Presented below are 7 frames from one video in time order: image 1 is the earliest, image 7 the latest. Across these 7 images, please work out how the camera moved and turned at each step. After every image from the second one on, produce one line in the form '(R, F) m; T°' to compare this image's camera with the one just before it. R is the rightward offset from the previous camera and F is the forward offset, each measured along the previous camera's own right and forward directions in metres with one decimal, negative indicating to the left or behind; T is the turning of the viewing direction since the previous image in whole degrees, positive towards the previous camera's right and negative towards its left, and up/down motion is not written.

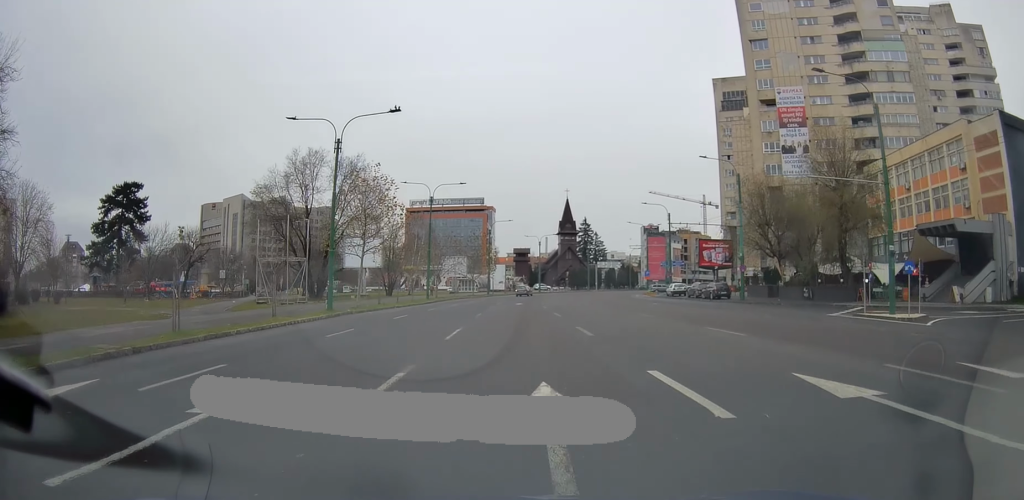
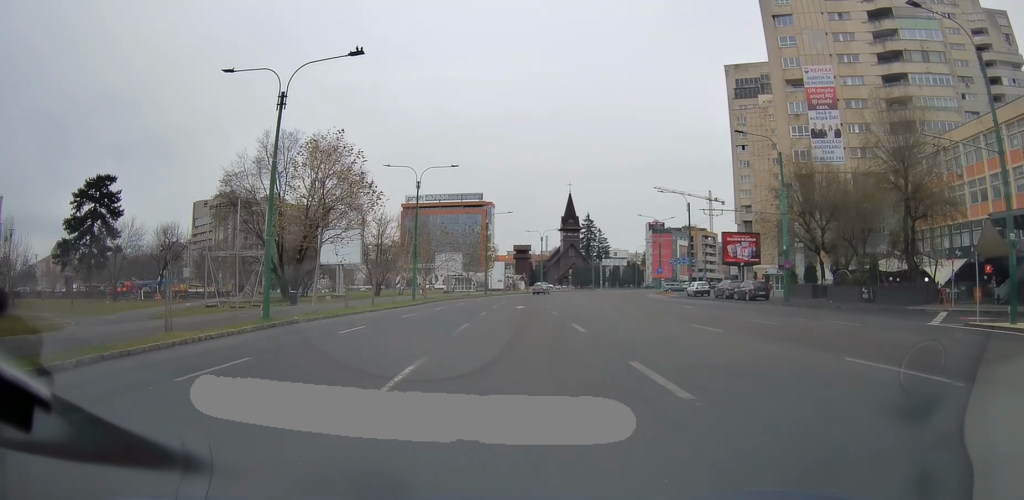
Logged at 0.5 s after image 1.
(-0.1, +8.6) m; -1°
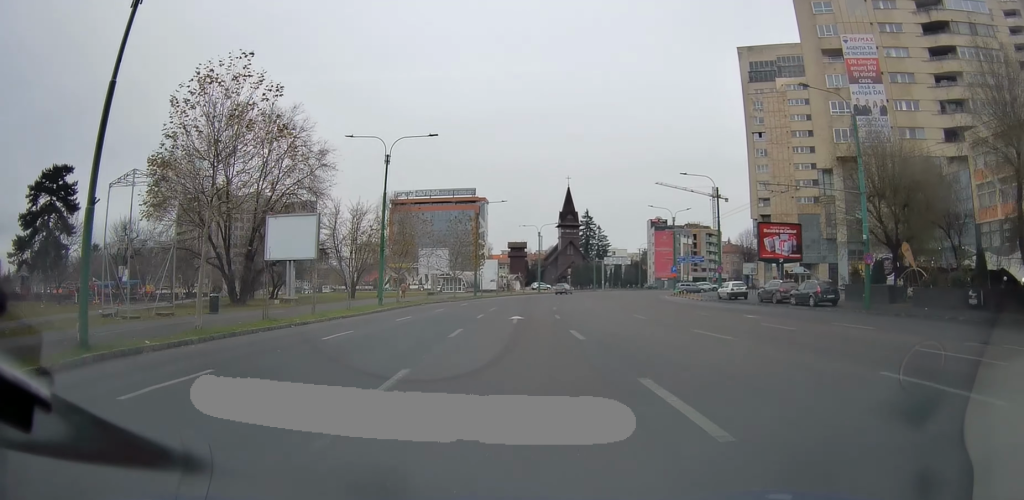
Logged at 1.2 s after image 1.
(-0.2, +11.4) m; -1°
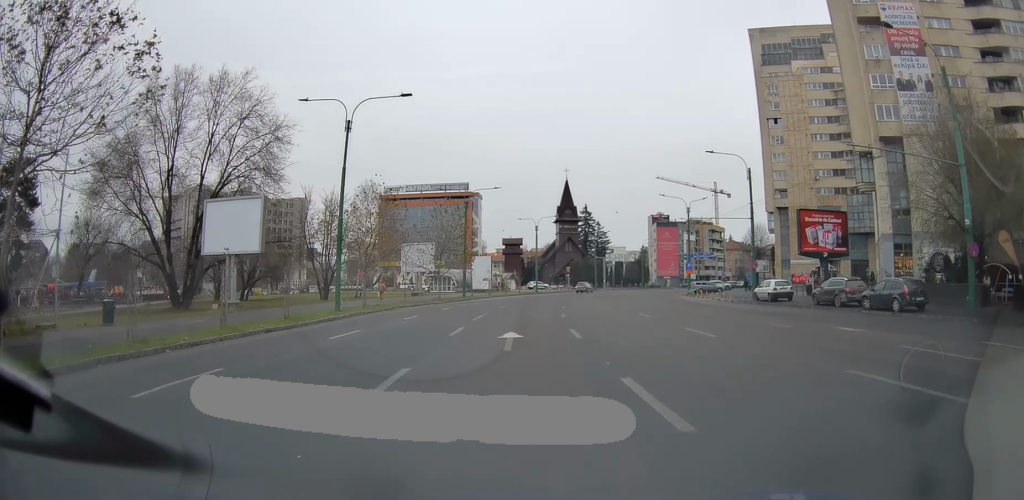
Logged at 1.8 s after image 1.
(0.0, +9.2) m; 0°
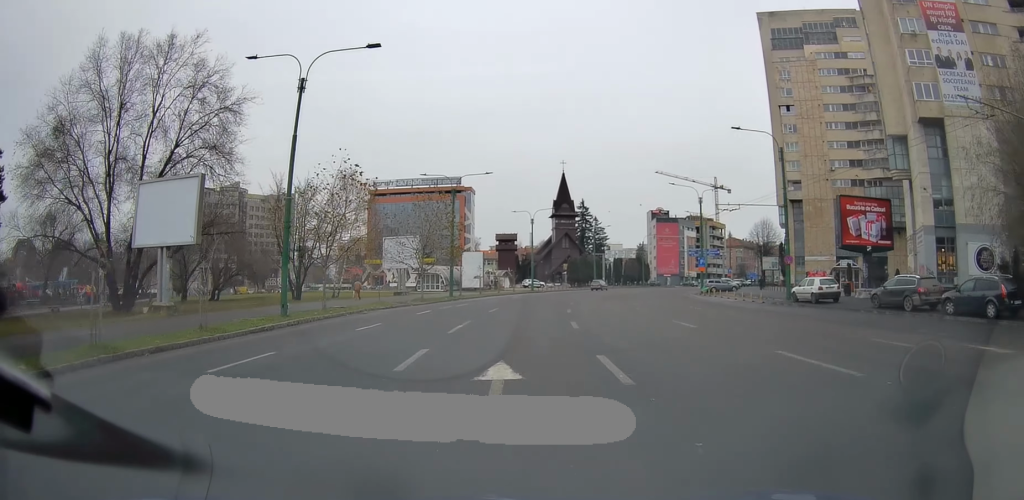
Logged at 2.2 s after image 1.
(0.0, +7.1) m; +1°
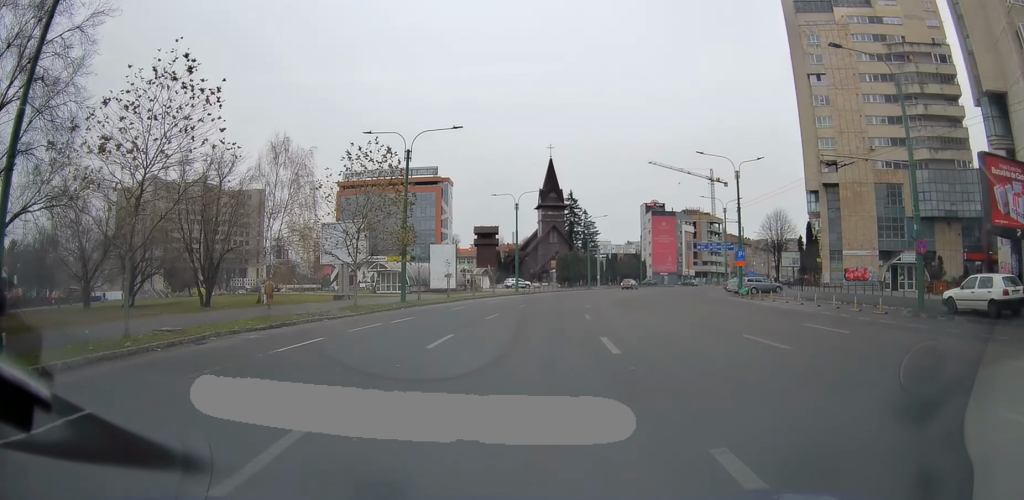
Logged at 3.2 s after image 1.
(+0.2, +15.9) m; +4°
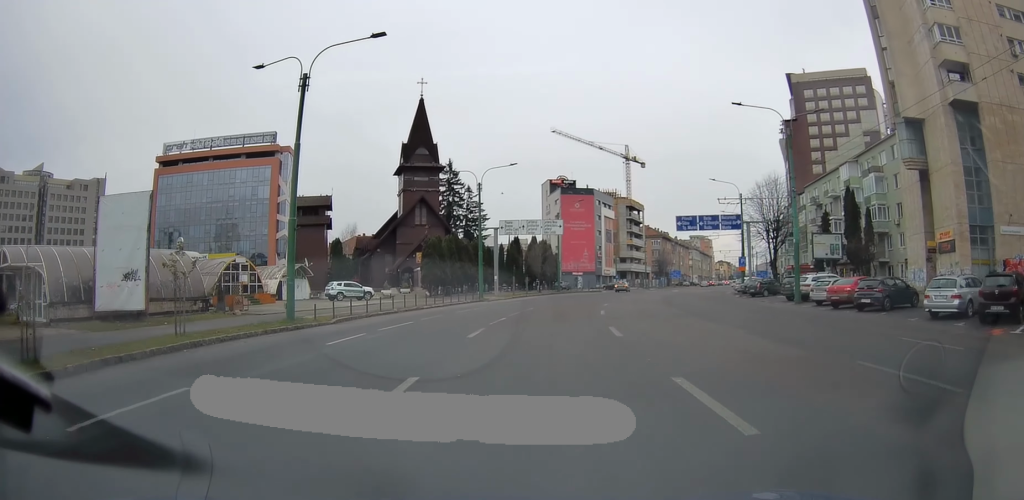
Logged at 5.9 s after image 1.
(+3.8, +44.2) m; +11°
